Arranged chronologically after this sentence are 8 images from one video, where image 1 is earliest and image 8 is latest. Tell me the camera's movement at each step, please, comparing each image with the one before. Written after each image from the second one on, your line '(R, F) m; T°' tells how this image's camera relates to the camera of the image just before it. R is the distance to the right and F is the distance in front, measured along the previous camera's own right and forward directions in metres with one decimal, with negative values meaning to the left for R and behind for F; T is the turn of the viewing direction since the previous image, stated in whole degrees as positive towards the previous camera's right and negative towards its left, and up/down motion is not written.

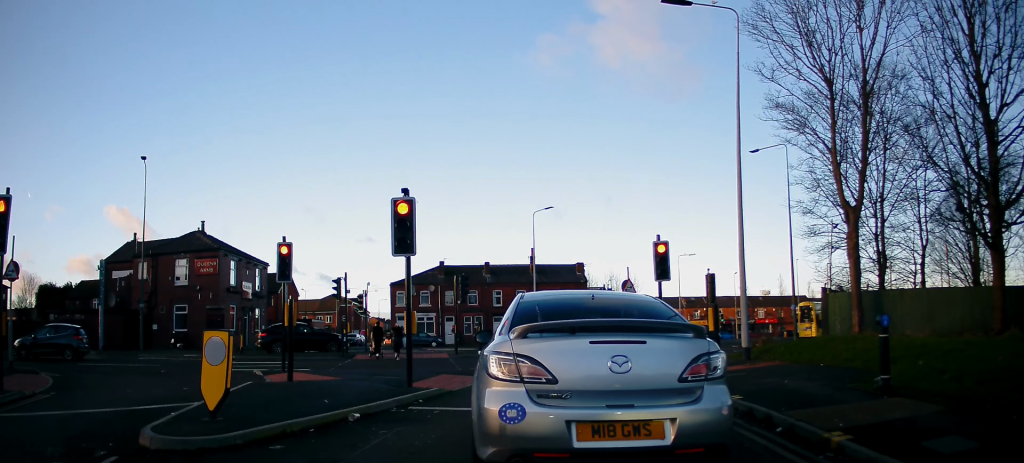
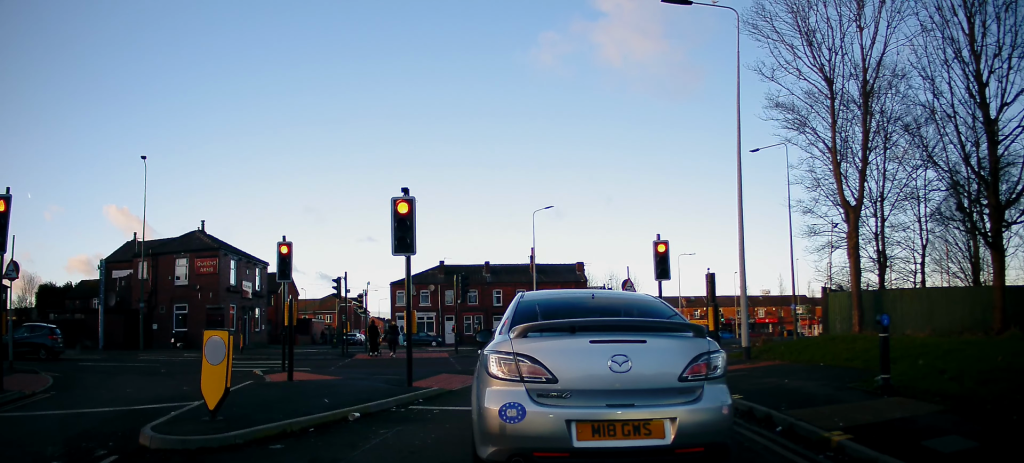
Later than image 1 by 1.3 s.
(0.0, 0.0) m; 0°
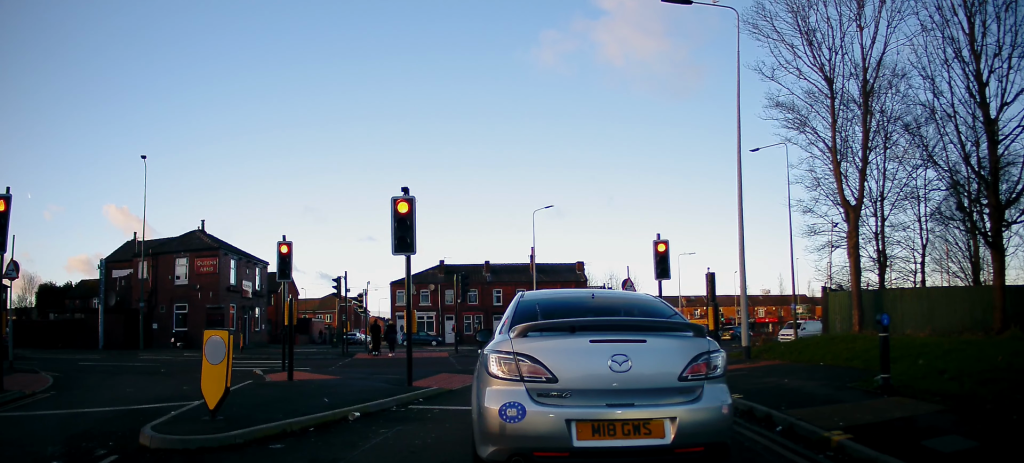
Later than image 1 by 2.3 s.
(0.0, 0.0) m; 0°
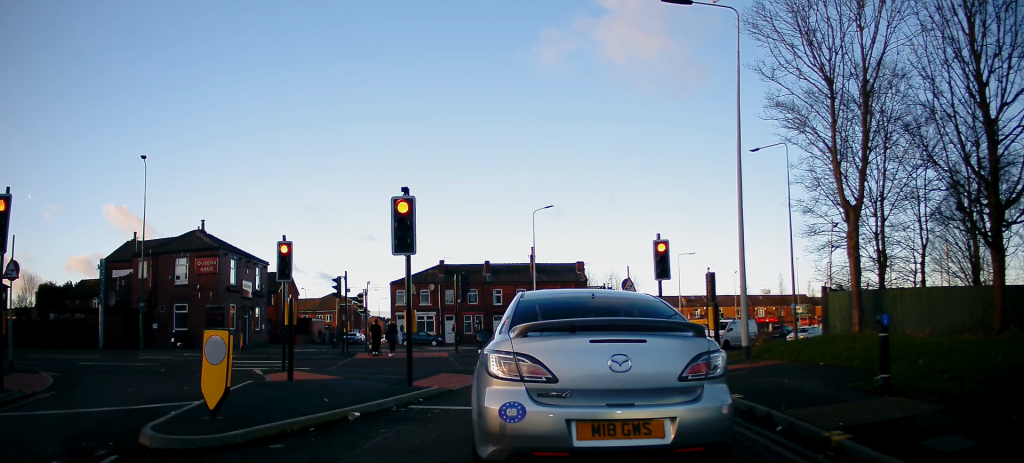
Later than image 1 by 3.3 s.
(0.0, 0.0) m; 0°
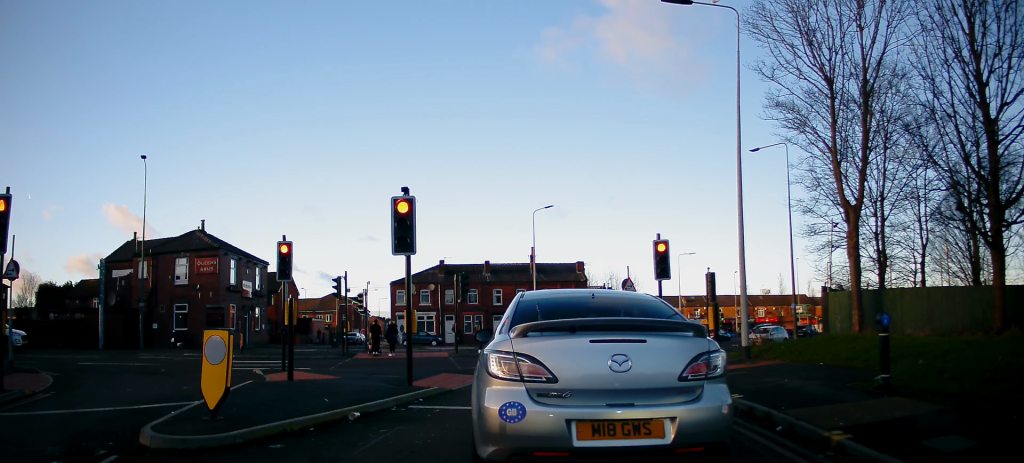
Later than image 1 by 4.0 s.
(0.0, 0.0) m; 0°
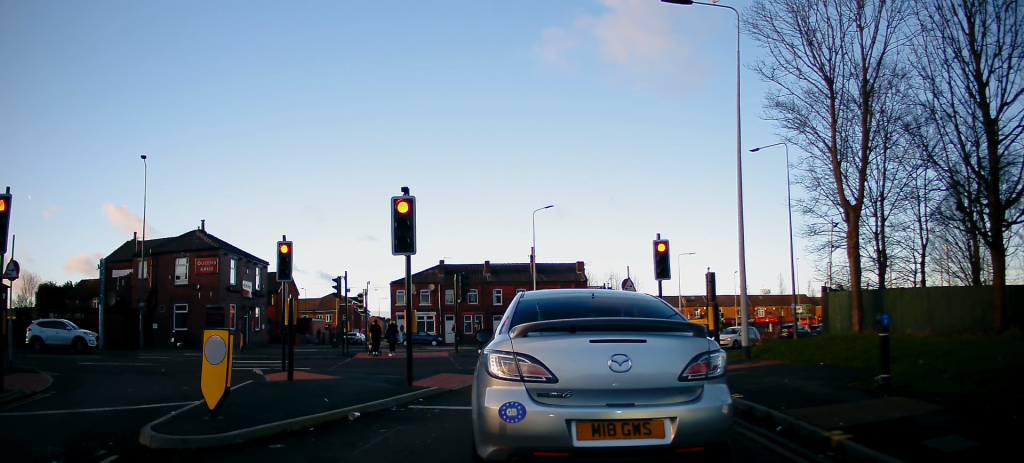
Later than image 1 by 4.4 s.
(0.0, 0.0) m; 0°
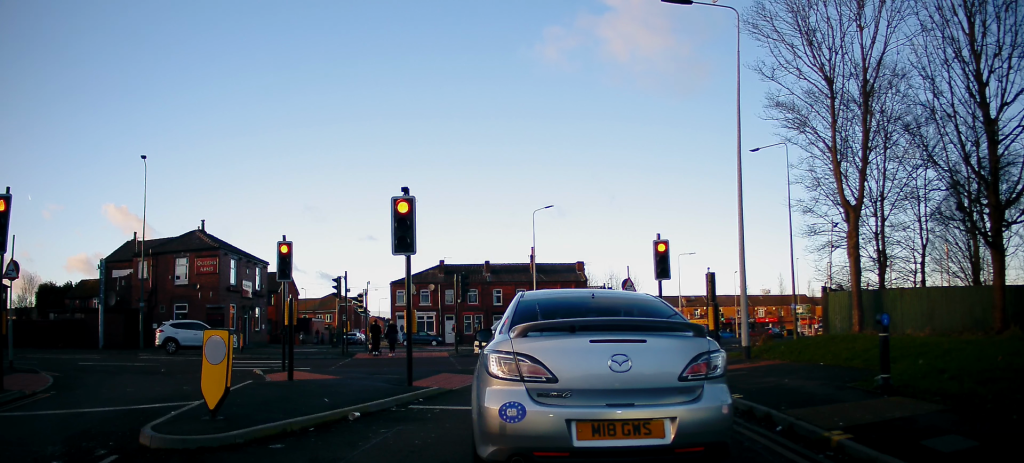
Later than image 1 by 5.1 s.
(0.0, 0.0) m; 0°
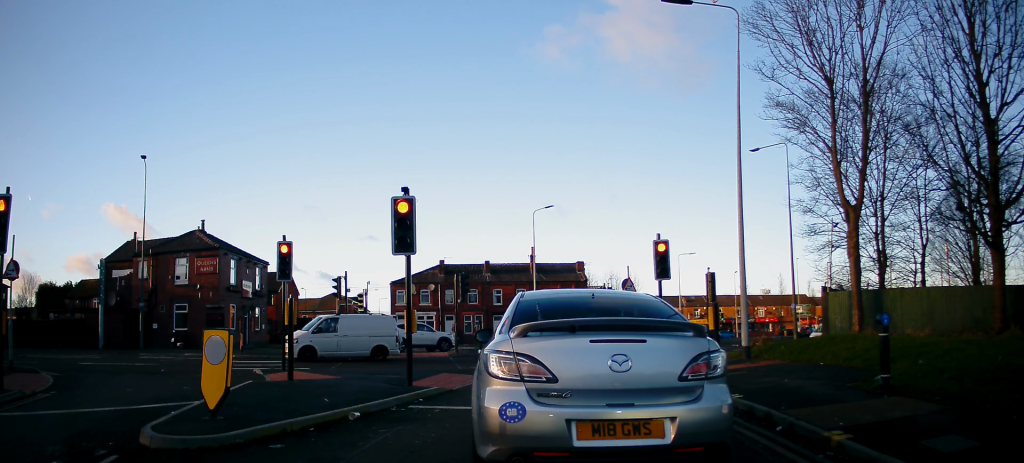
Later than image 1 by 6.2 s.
(0.0, 0.0) m; 0°
